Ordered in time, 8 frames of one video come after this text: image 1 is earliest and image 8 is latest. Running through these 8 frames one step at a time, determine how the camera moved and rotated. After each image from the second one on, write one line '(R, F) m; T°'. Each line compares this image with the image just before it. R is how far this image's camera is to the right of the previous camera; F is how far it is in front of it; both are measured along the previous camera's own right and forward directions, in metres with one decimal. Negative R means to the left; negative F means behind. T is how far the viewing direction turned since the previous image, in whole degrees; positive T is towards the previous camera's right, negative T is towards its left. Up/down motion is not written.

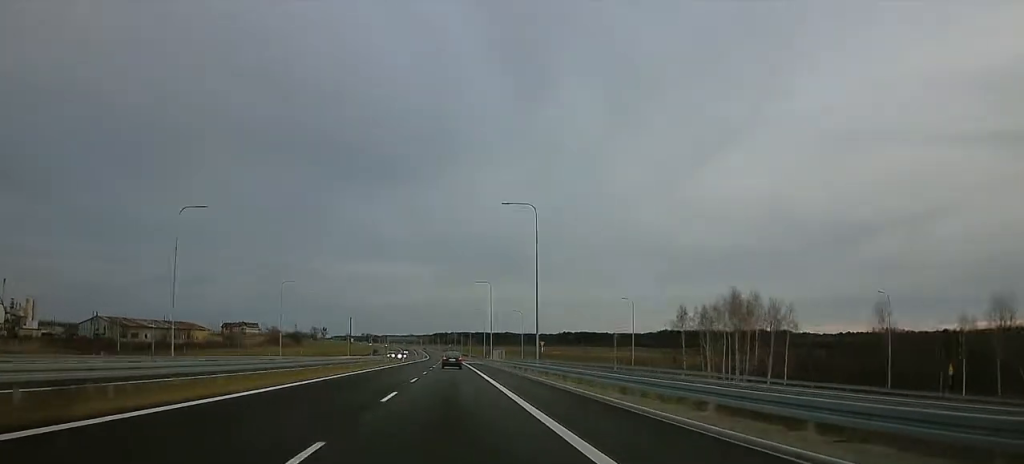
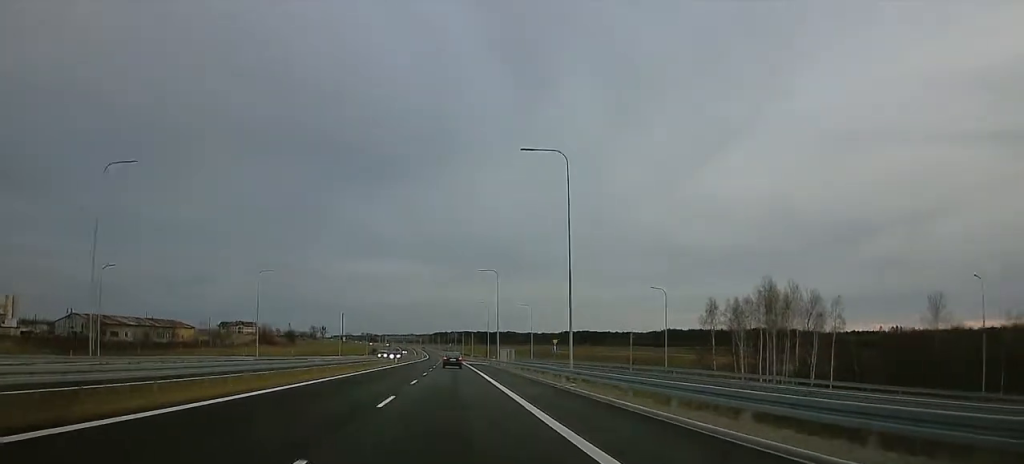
(+0.3, +13.5) m; 0°
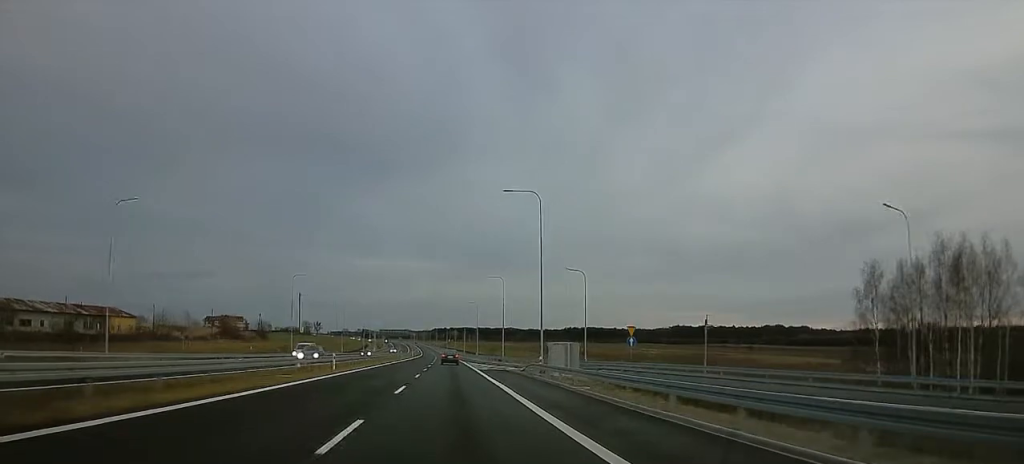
(-0.4, +43.6) m; 0°
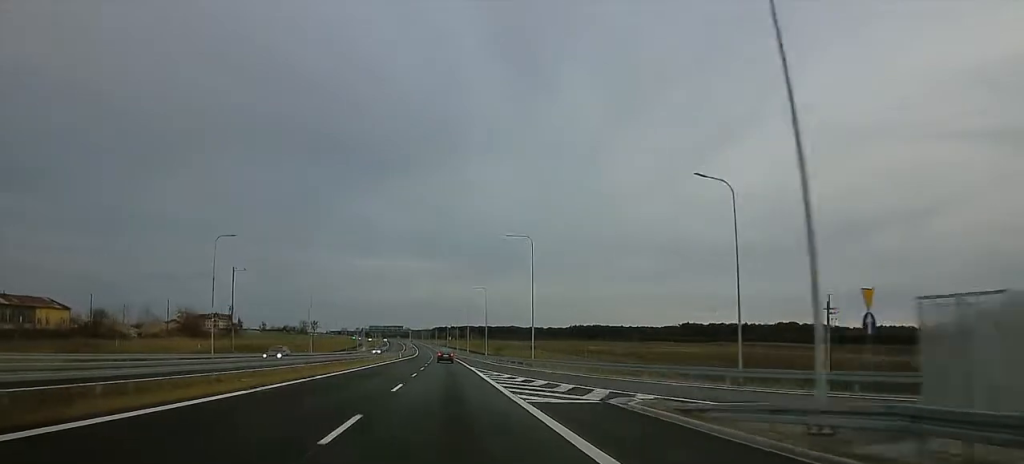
(+0.3, +35.3) m; 0°
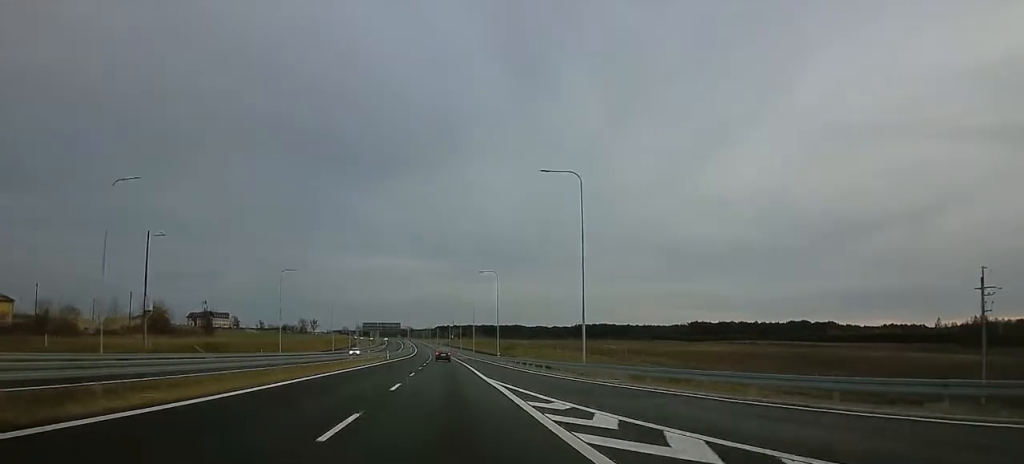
(-0.3, +23.9) m; -1°
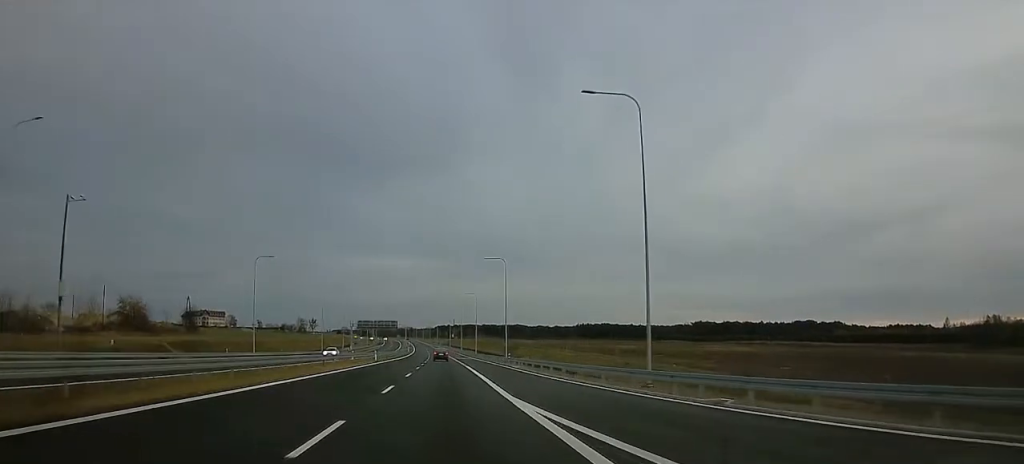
(0.0, +13.4) m; 0°
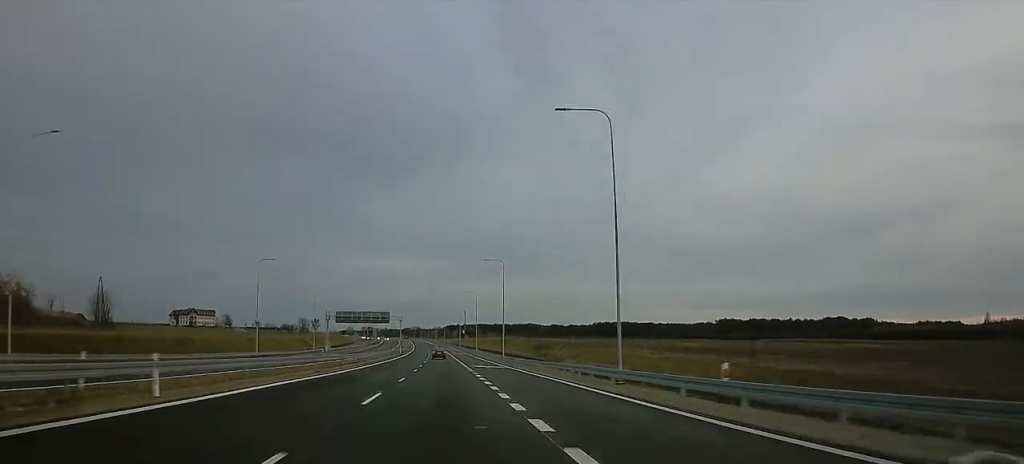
(-0.5, +51.2) m; 0°
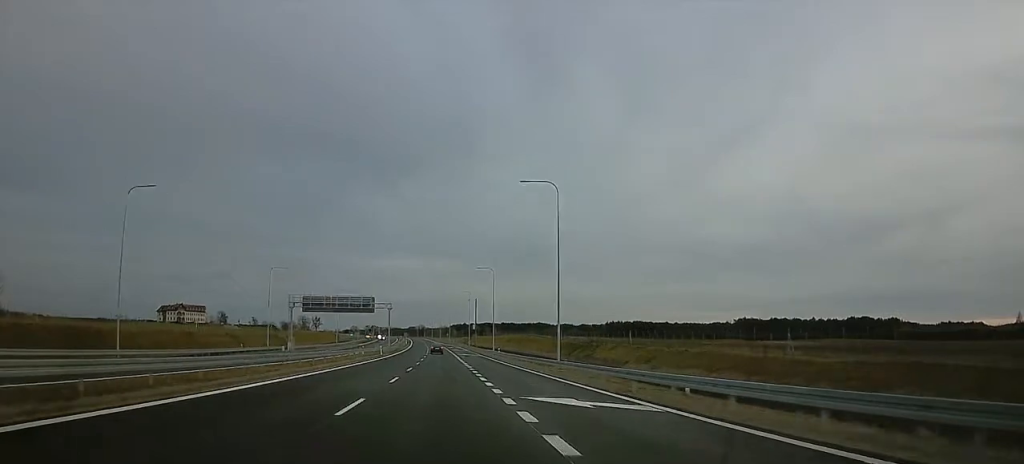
(+0.5, +39.1) m; +1°
